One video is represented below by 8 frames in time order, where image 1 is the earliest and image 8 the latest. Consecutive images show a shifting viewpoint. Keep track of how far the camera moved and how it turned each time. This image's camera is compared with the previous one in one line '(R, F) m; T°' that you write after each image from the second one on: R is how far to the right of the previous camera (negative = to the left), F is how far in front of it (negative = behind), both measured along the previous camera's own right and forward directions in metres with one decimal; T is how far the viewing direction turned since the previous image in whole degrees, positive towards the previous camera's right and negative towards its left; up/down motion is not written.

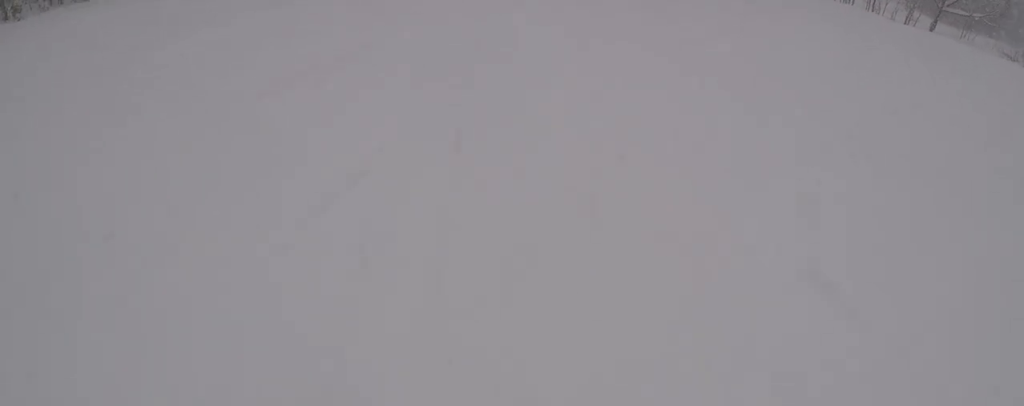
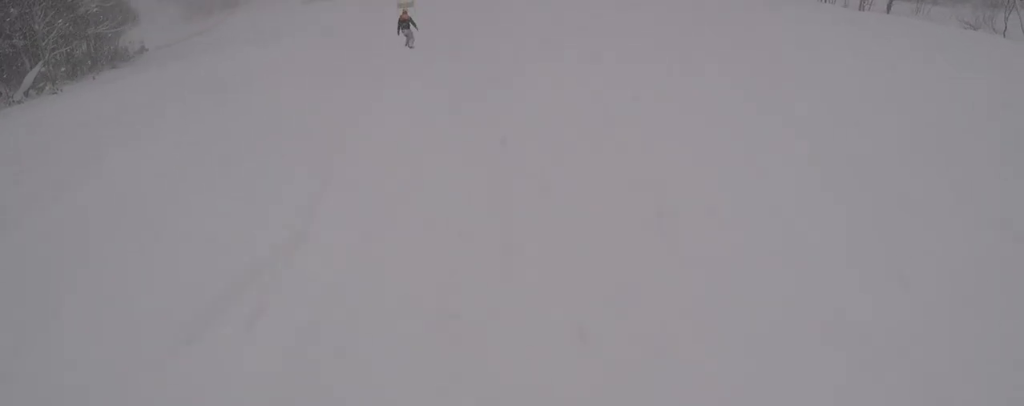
(0.0, +2.3) m; +4°
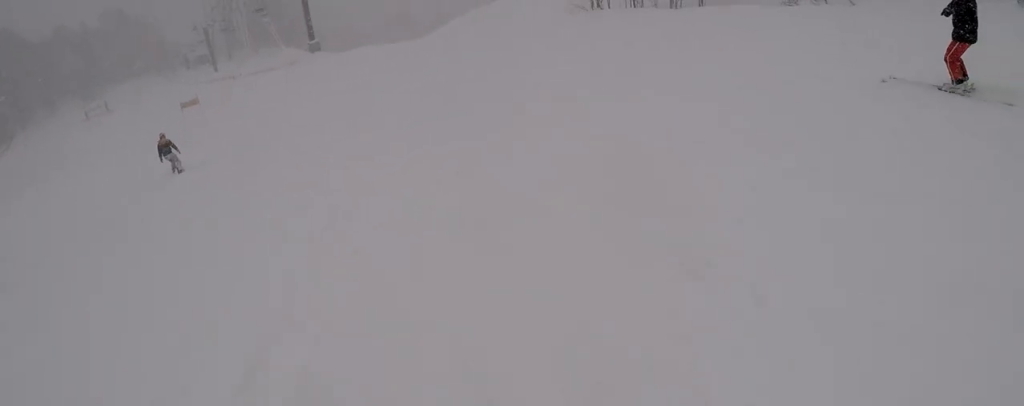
(+0.3, +4.4) m; +7°
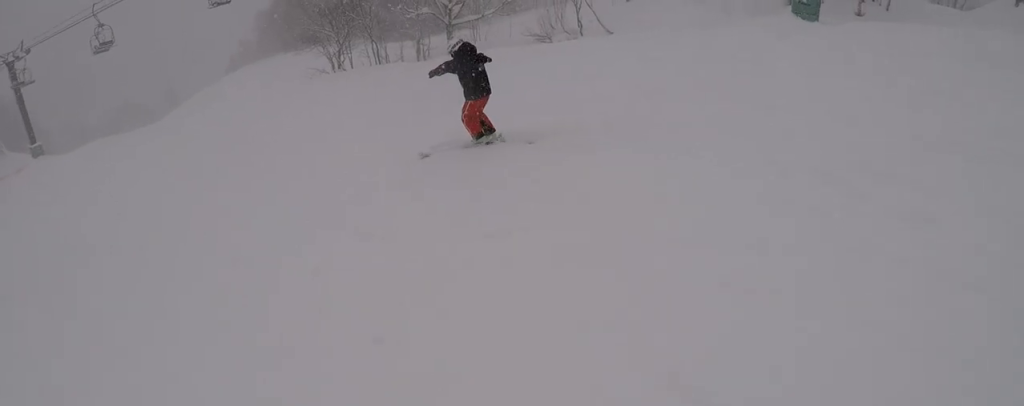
(+0.3, +3.4) m; +4°
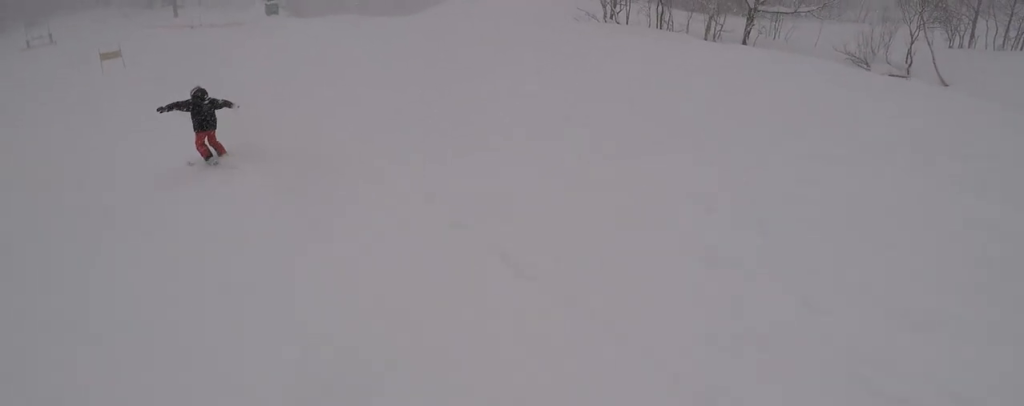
(-0.4, +6.5) m; +1°
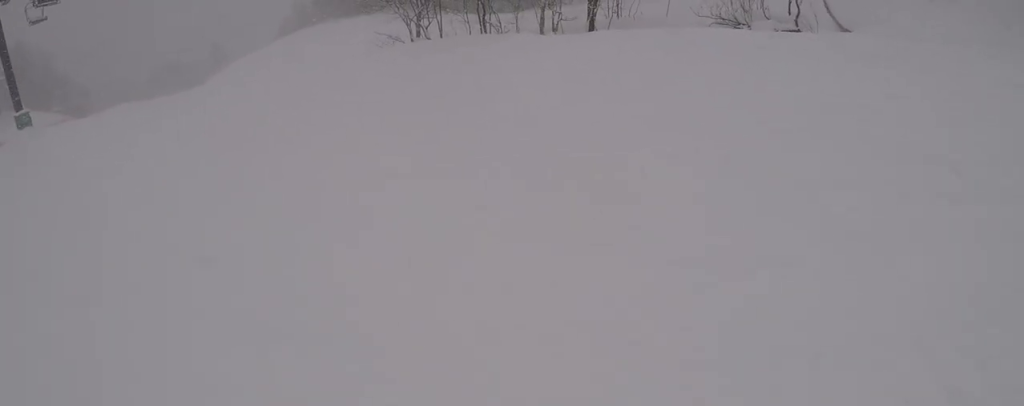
(+1.0, +6.6) m; +17°
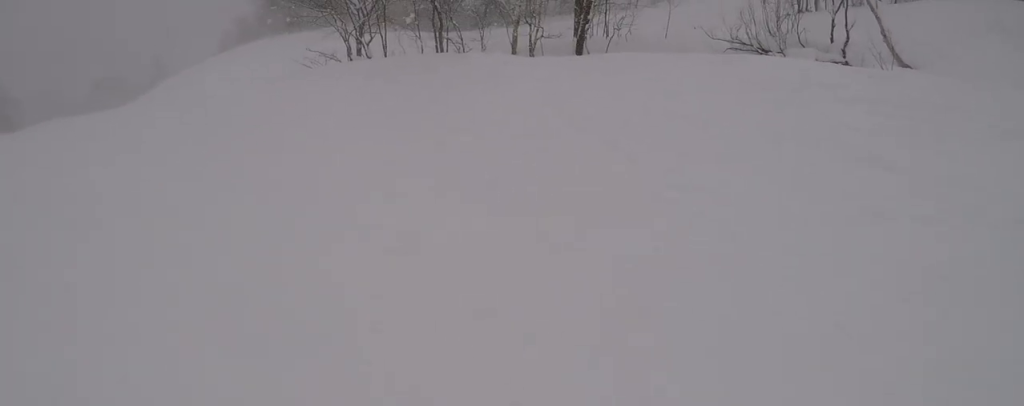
(+0.3, +5.9) m; -2°
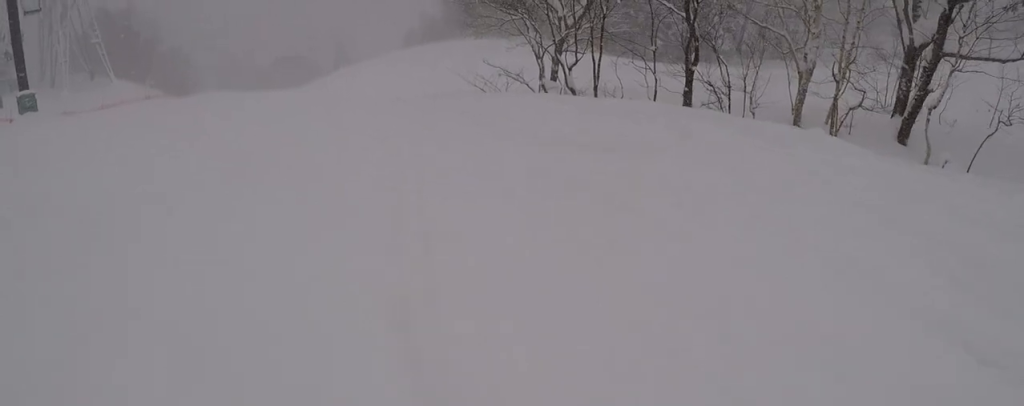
(-0.8, +7.2) m; -9°
